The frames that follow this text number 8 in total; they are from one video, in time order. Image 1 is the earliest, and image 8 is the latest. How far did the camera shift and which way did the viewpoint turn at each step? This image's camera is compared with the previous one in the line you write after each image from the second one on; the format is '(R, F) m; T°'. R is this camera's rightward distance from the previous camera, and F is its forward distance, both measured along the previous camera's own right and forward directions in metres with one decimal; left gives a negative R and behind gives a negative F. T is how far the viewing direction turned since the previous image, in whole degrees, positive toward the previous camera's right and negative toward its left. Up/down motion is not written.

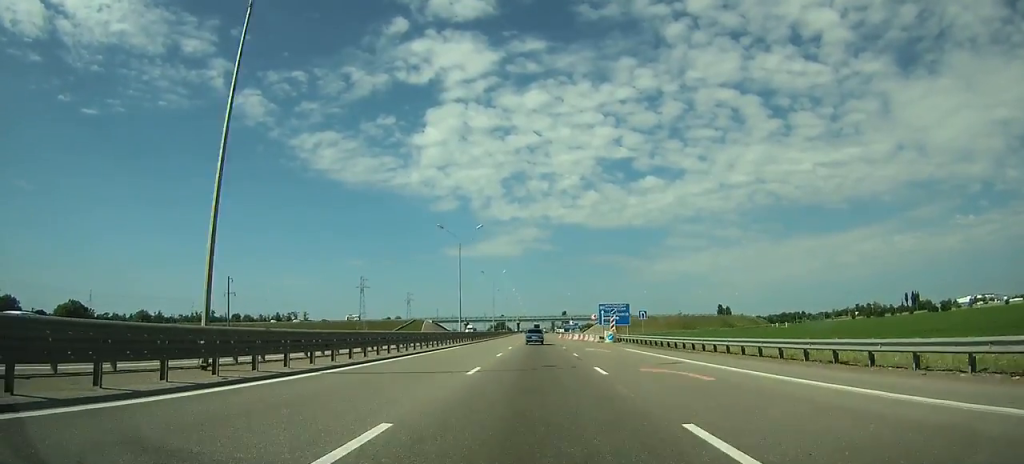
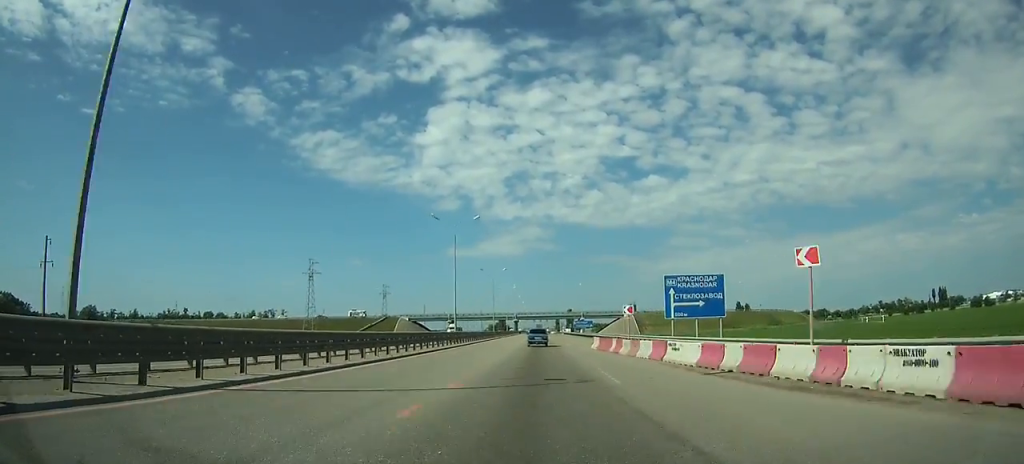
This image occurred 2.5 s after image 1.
(-0.1, +54.2) m; 0°
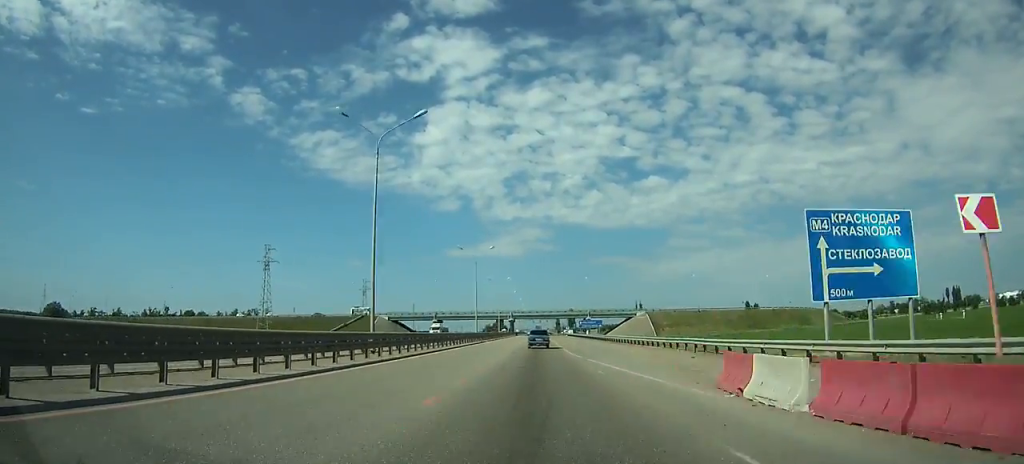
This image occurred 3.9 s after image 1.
(0.0, +29.8) m; 0°
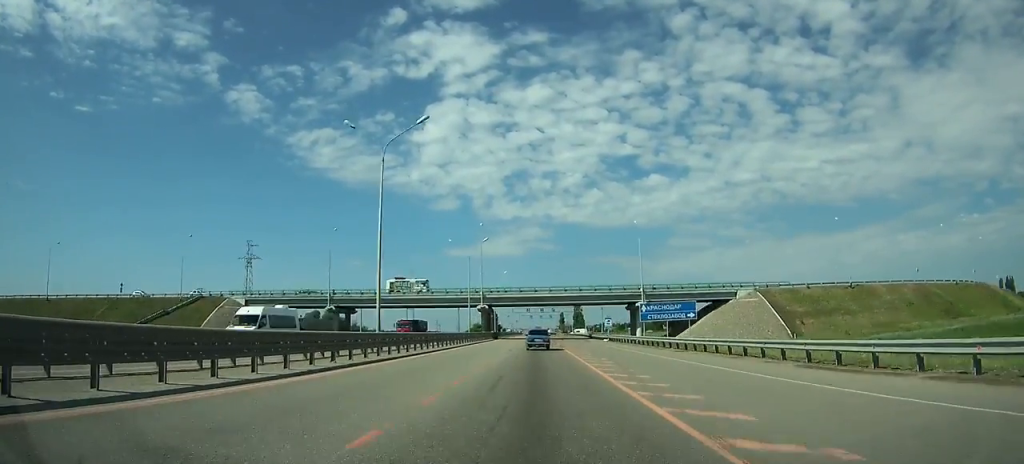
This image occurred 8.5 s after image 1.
(+0.2, +96.4) m; 0°
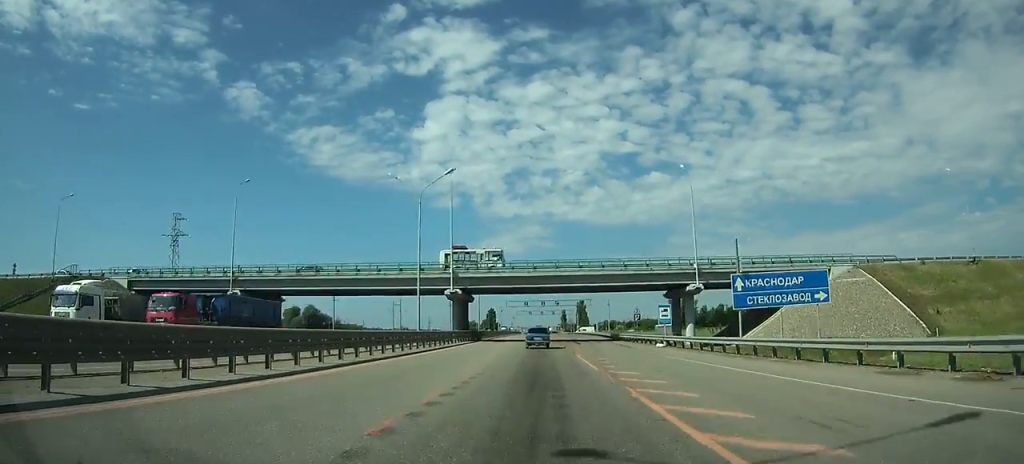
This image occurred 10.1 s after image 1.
(0.0, +32.0) m; 0°
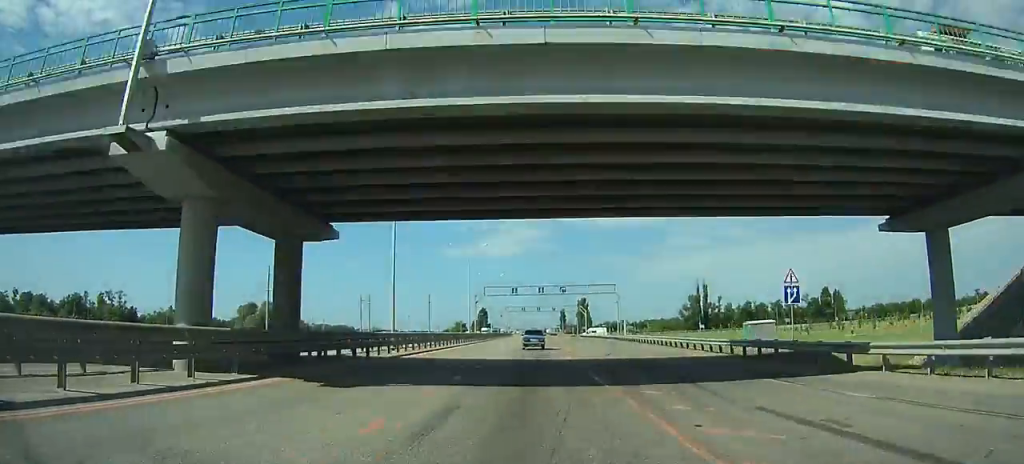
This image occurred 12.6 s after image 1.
(0.0, +47.5) m; 0°
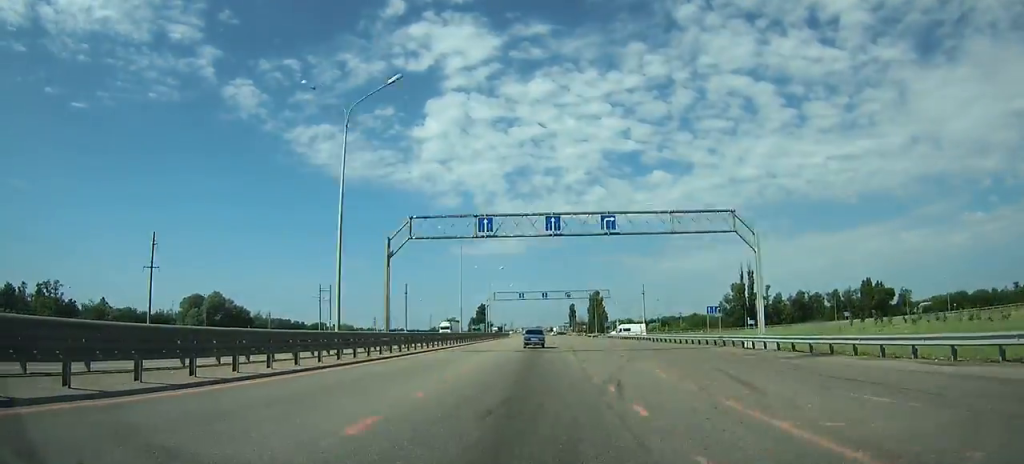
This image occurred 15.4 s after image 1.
(+0.2, +50.1) m; 0°
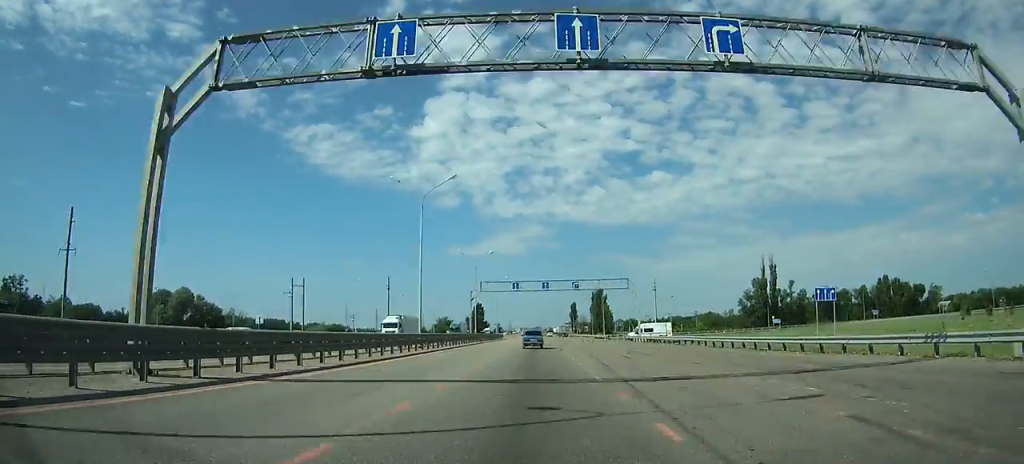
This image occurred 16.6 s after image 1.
(-0.1, +21.1) m; 0°
